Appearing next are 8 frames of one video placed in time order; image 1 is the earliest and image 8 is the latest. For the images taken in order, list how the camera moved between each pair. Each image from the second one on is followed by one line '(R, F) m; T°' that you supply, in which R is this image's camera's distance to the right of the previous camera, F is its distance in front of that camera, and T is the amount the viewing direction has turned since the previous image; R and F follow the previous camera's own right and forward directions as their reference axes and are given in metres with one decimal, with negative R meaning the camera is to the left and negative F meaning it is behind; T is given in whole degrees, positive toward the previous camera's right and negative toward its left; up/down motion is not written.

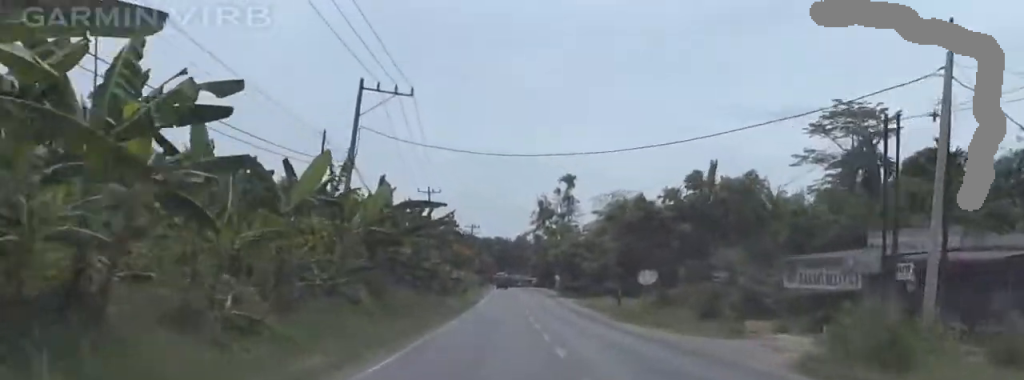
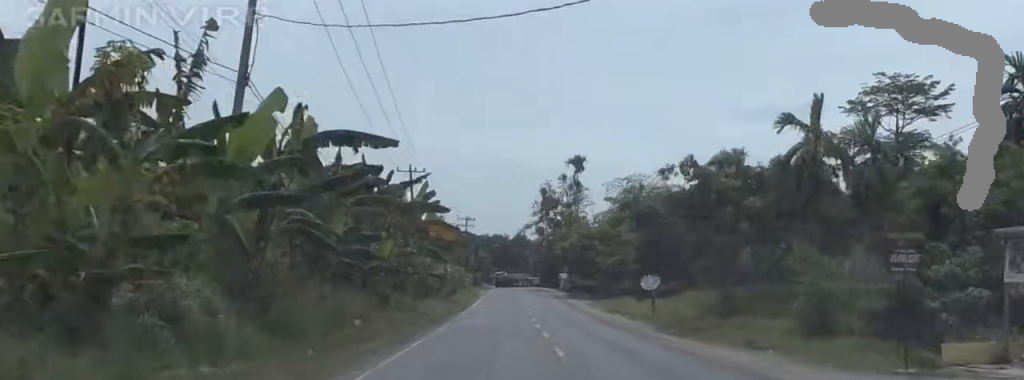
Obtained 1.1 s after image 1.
(0.0, +16.6) m; -1°
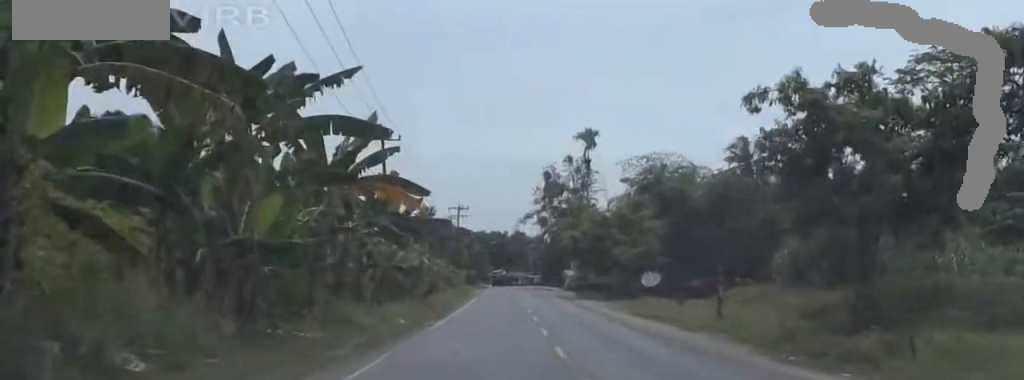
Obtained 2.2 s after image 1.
(-0.3, +16.1) m; 0°
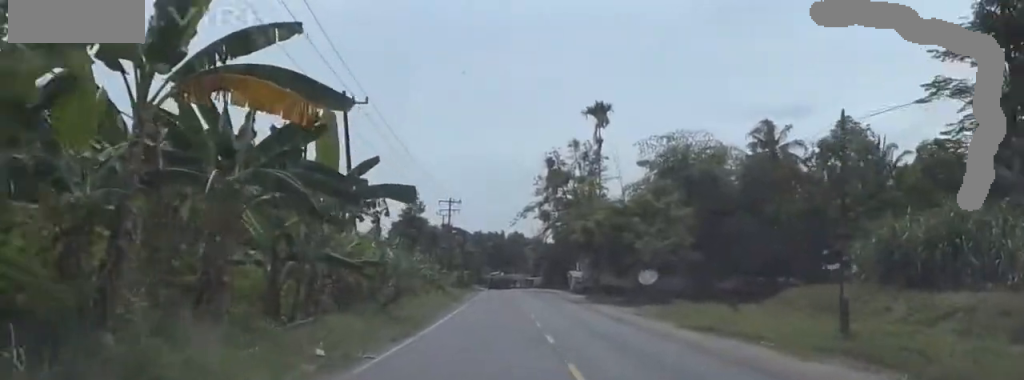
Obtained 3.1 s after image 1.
(+0.2, +13.0) m; +1°
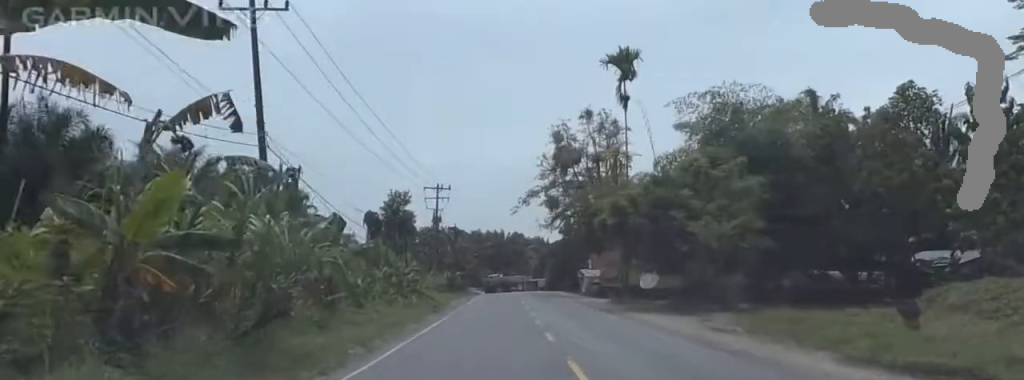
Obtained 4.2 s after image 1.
(0.0, +16.6) m; 0°
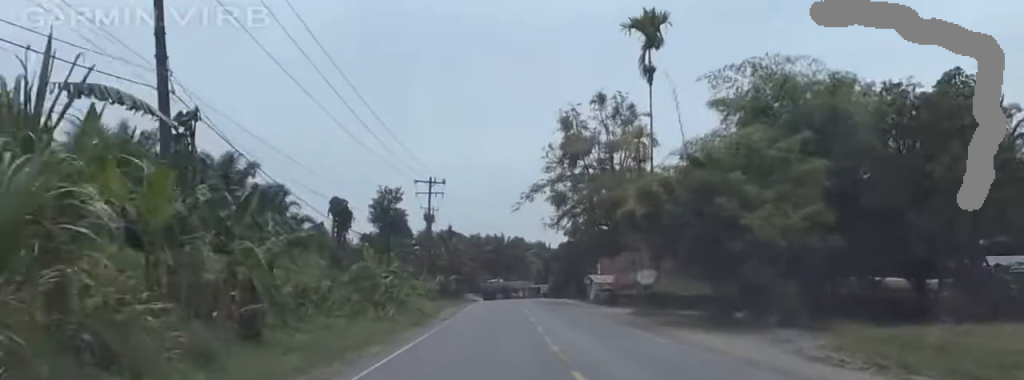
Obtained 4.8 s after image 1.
(-0.1, +8.9) m; +1°
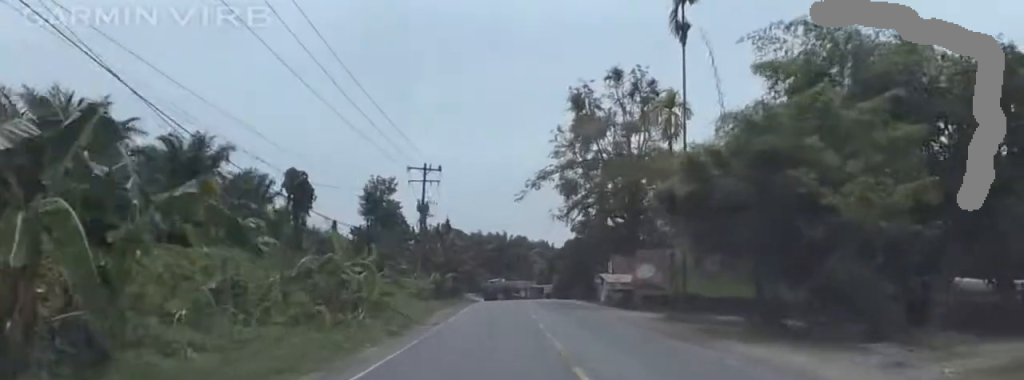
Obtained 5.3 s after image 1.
(+0.1, +7.6) m; 0°
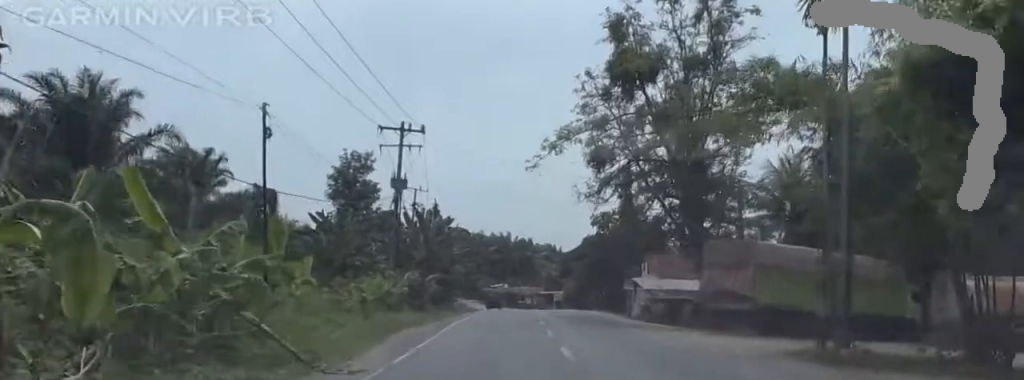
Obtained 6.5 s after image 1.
(+0.1, +17.6) m; -1°
